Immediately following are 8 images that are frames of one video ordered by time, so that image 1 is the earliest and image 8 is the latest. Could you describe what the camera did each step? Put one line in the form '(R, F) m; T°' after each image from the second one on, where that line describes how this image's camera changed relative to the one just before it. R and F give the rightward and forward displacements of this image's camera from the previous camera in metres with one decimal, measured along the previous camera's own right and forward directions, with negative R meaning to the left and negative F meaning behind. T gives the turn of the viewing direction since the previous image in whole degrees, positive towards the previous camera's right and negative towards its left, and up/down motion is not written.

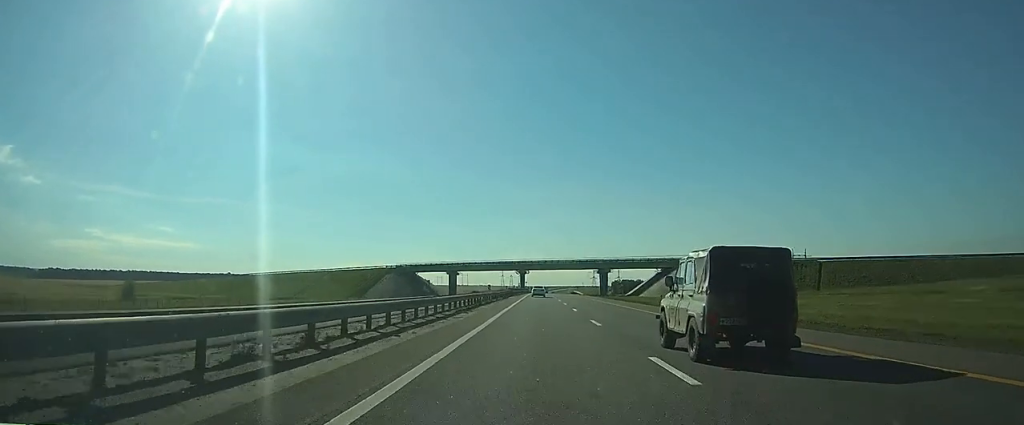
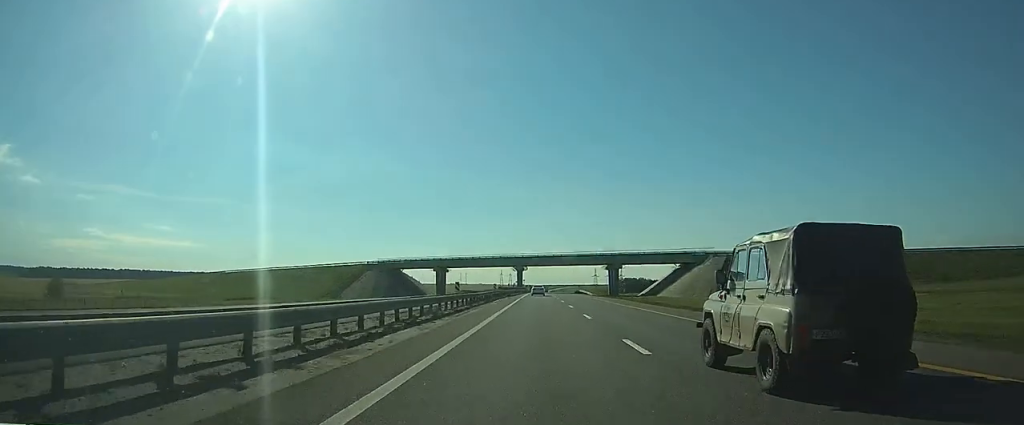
(0.0, +20.4) m; 0°
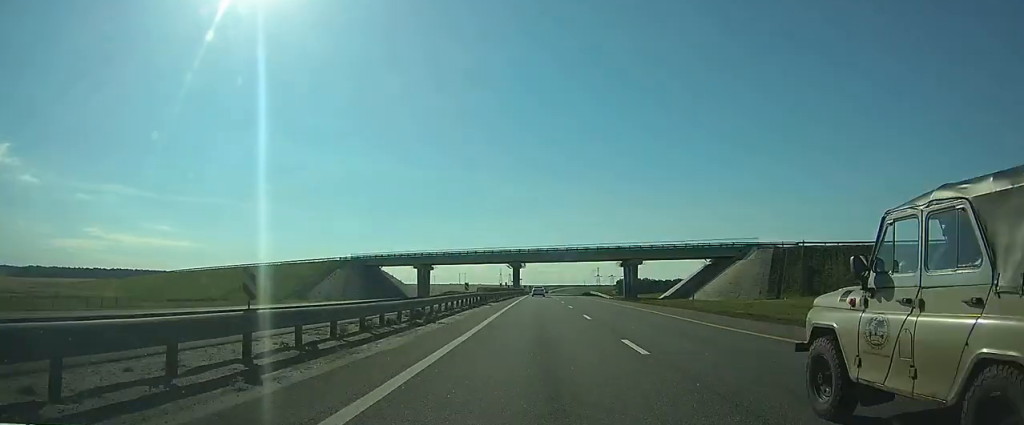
(0.0, +23.6) m; 0°
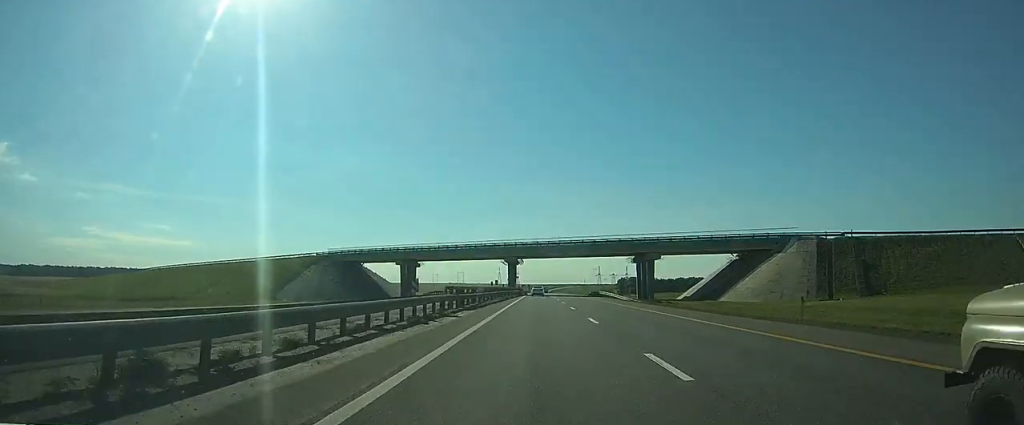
(0.0, +15.1) m; 0°
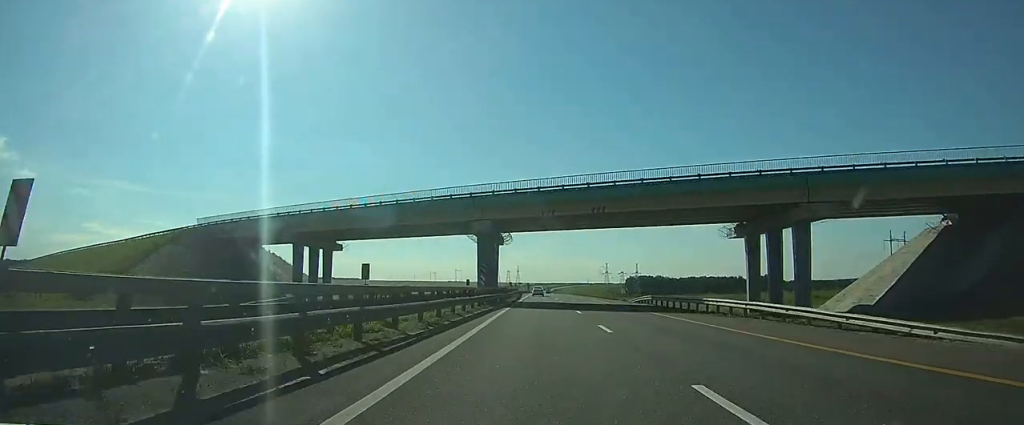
(+0.1, +50.7) m; 0°
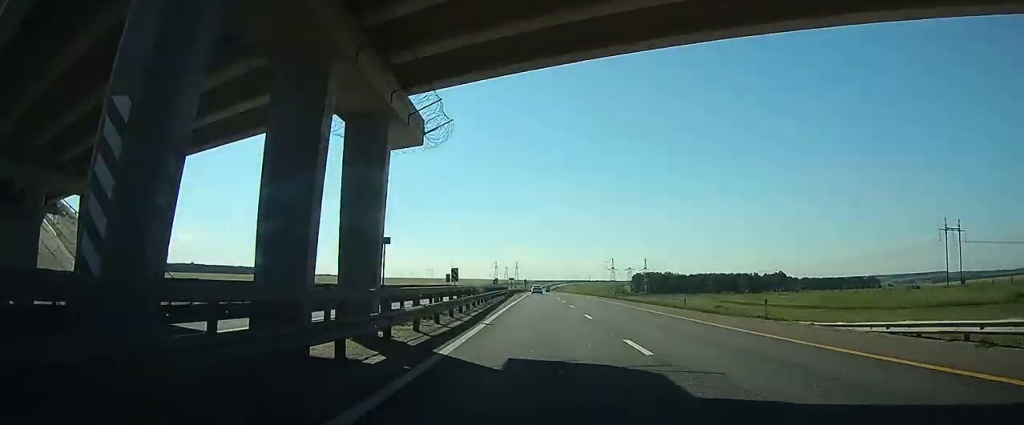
(-0.1, +41.2) m; 0°
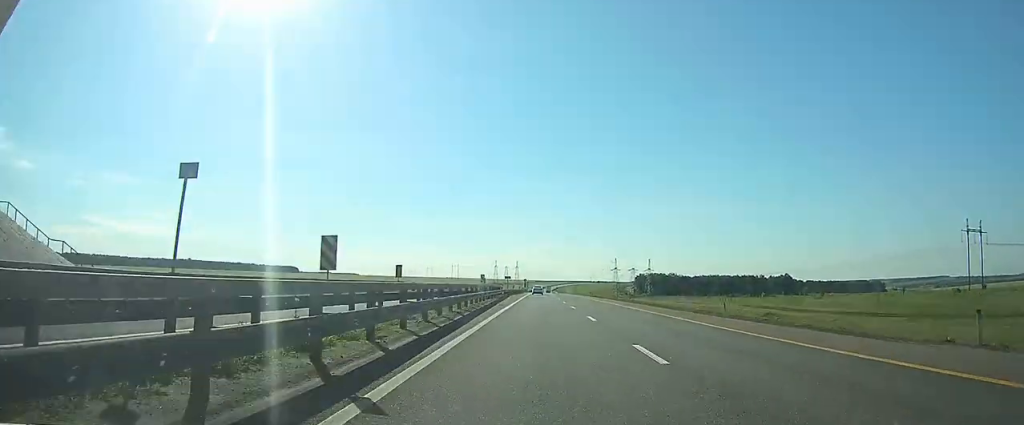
(0.0, +13.1) m; 0°
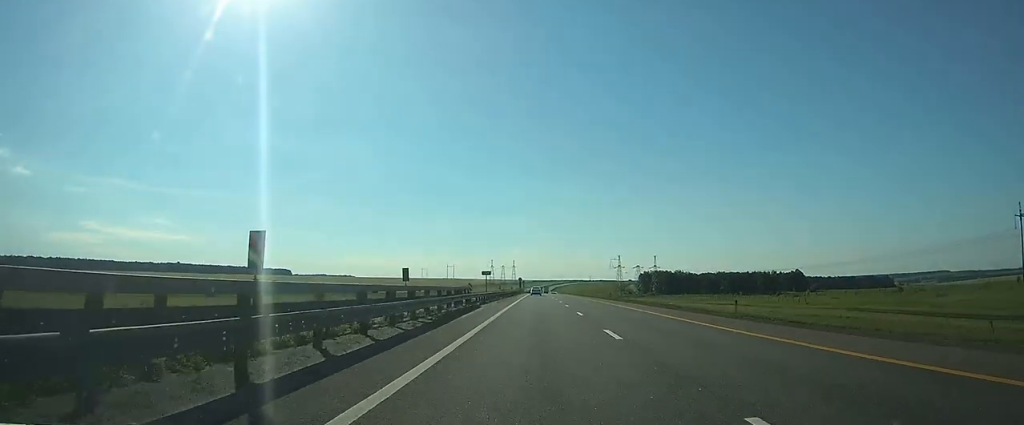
(0.0, +30.6) m; 0°
